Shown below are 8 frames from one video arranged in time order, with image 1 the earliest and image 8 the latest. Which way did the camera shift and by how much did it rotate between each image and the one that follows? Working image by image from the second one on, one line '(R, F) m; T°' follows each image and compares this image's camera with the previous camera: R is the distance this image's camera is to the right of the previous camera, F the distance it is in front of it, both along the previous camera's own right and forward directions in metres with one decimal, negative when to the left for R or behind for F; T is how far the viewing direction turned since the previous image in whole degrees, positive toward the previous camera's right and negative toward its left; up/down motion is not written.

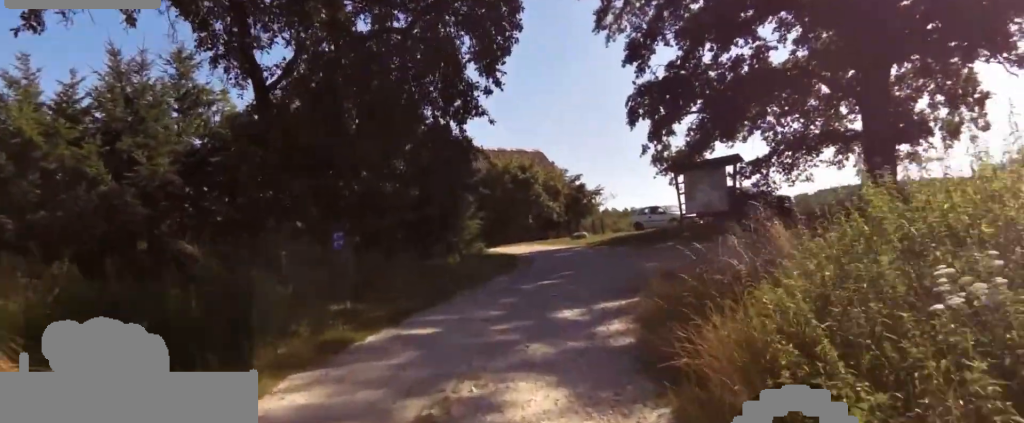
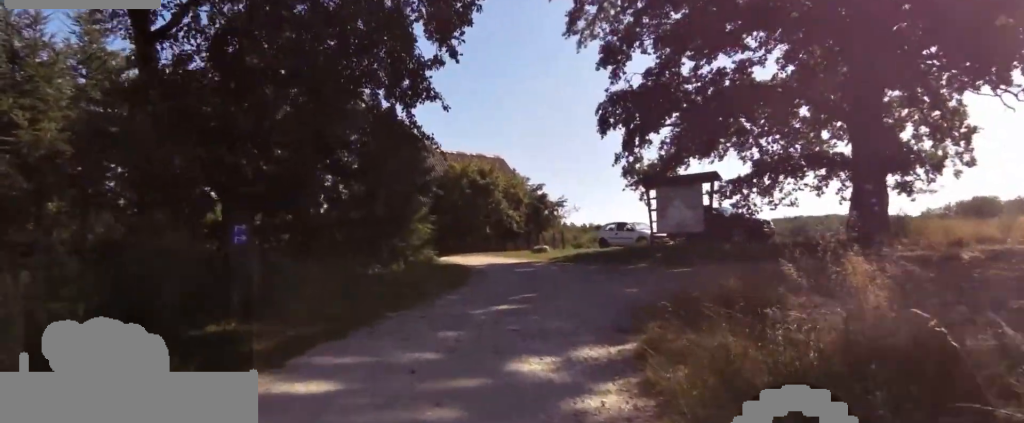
(+0.8, +2.5) m; 0°
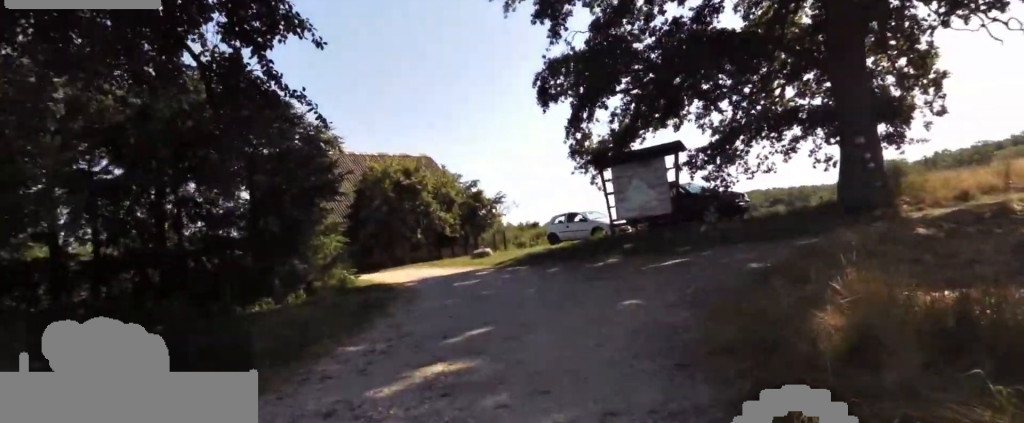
(-1.1, +4.0) m; 0°
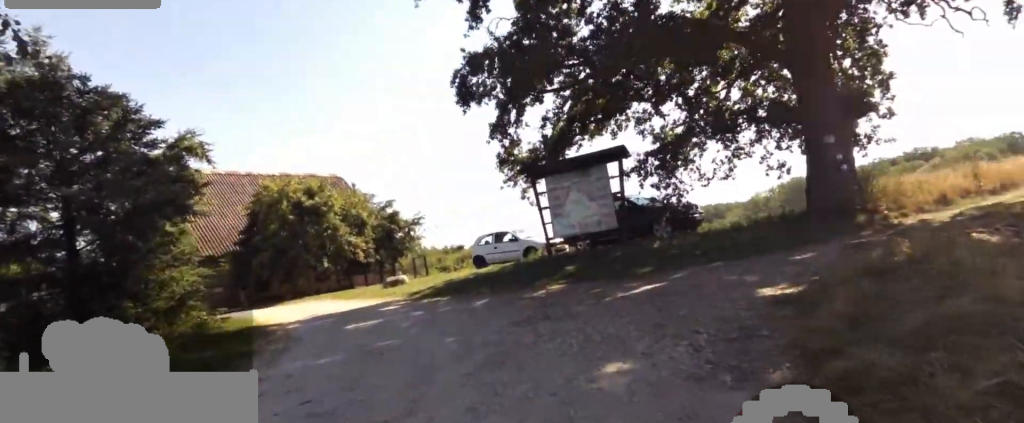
(+0.3, +3.5) m; +16°
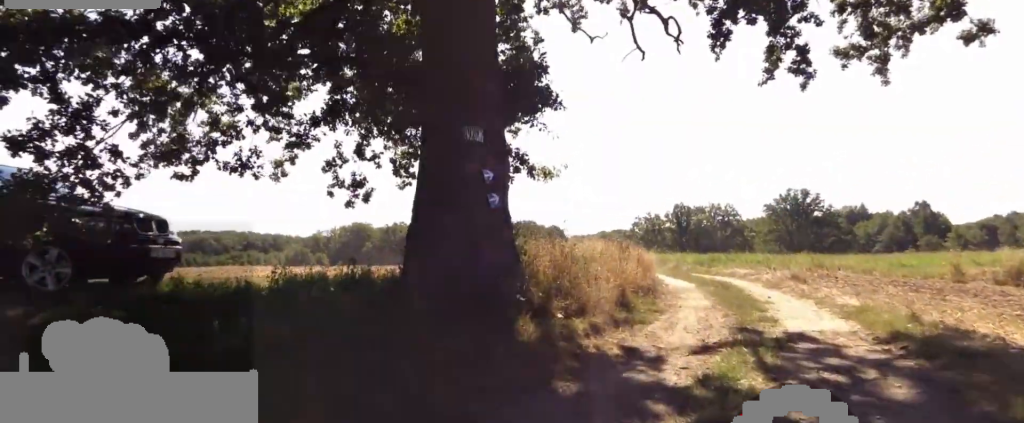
(+5.5, +9.1) m; +47°
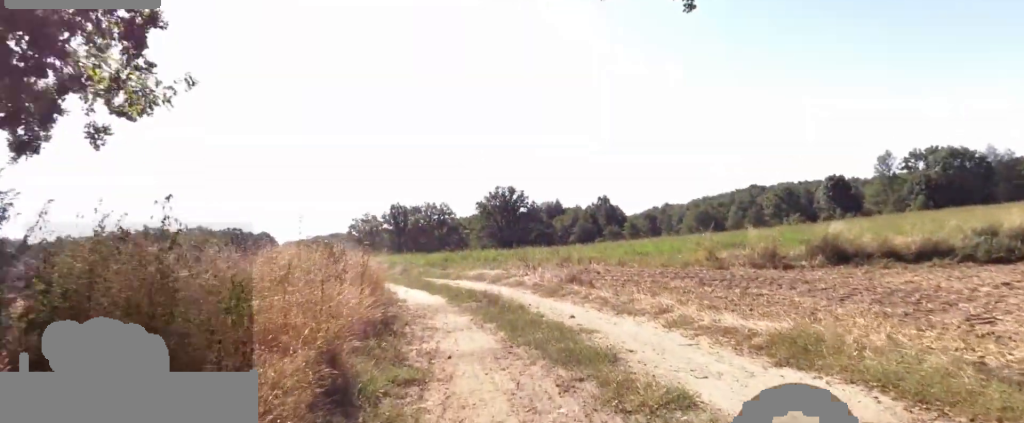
(+0.7, +5.5) m; +10°
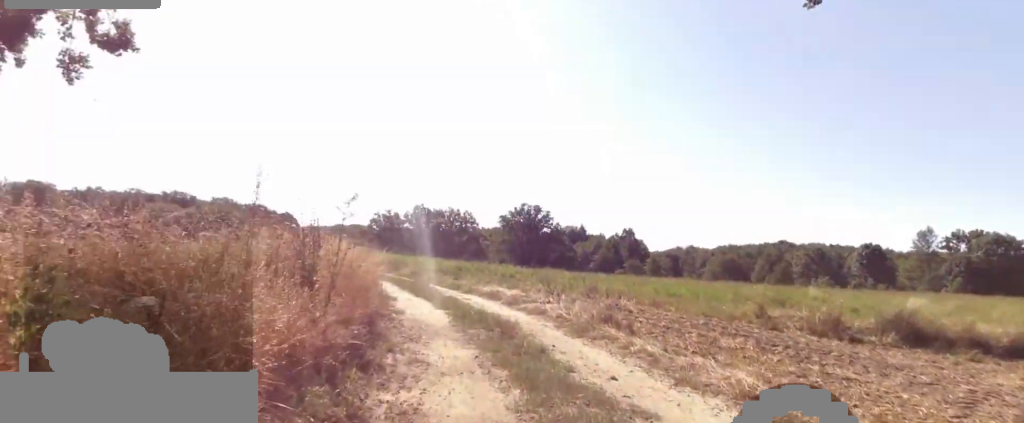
(0.0, +1.9) m; -3°
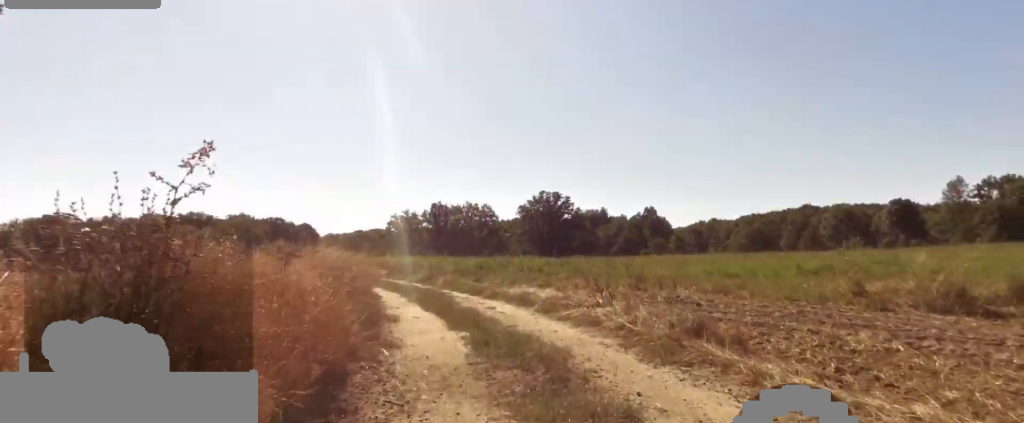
(0.0, +2.8) m; -2°
